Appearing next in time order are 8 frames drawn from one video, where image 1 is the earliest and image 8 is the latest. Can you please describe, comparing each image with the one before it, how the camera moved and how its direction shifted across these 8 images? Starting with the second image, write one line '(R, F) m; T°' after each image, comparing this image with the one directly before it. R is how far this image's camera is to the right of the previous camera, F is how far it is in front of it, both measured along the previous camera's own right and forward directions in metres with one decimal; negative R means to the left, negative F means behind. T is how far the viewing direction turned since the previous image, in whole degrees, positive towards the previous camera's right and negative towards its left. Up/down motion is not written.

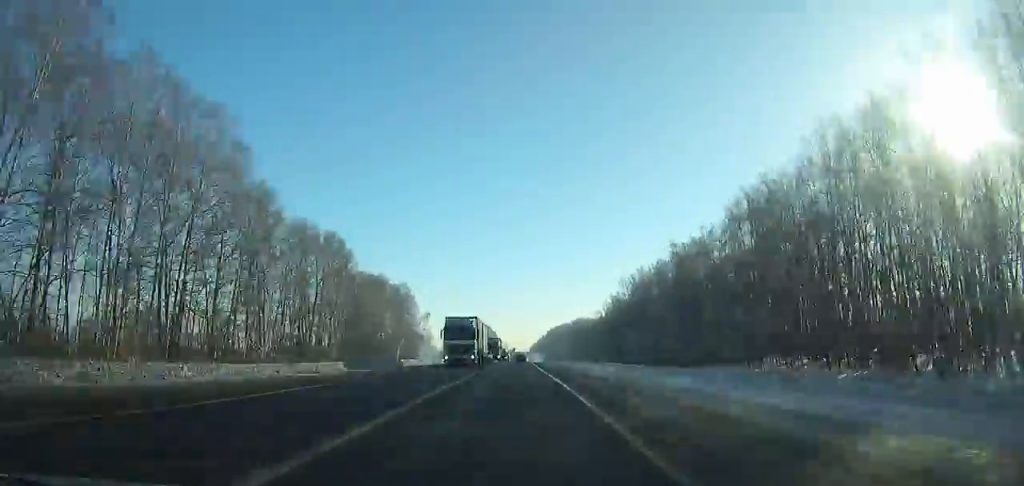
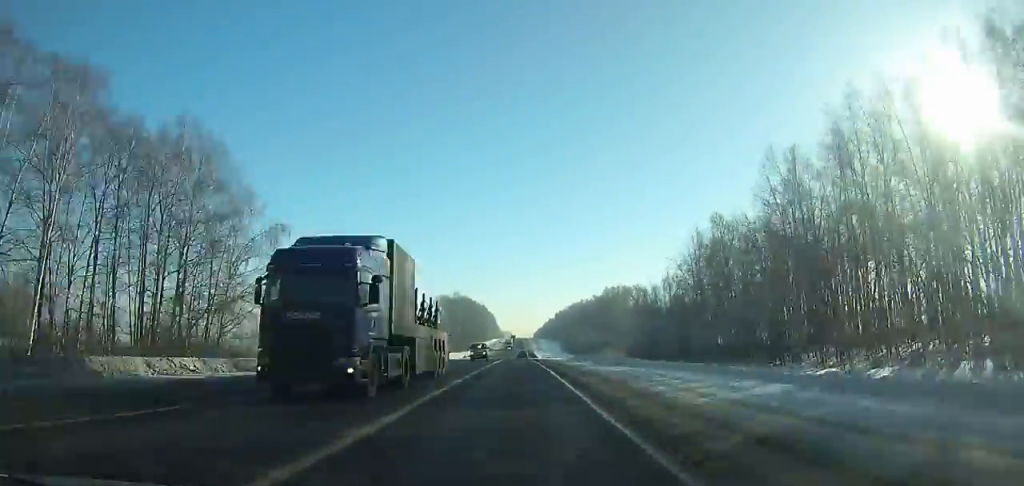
(-0.5, +115.6) m; 0°
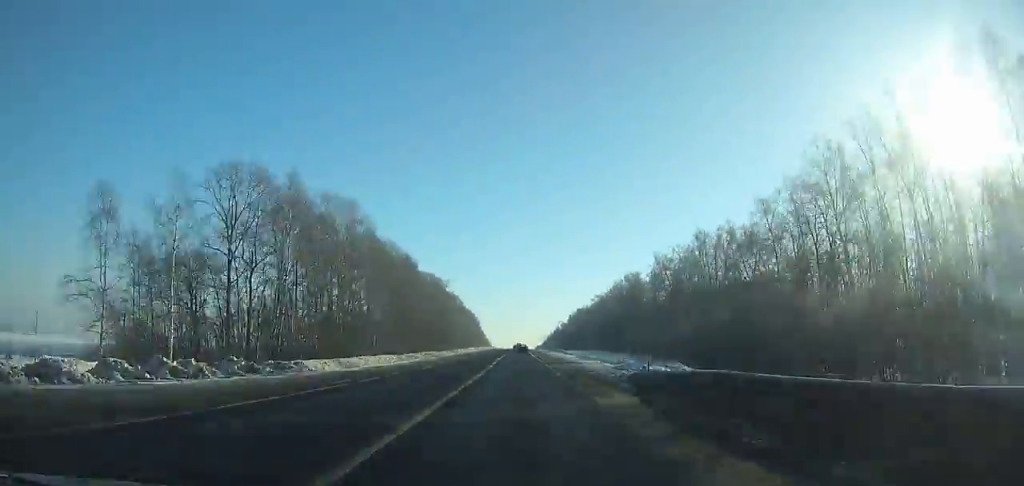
(+0.8, +185.9) m; +5°
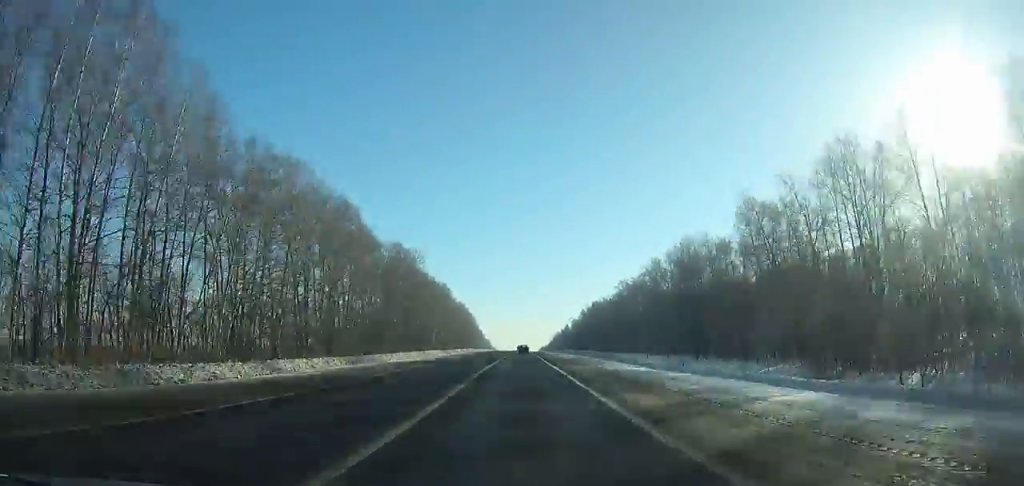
(+2.3, +54.5) m; +1°
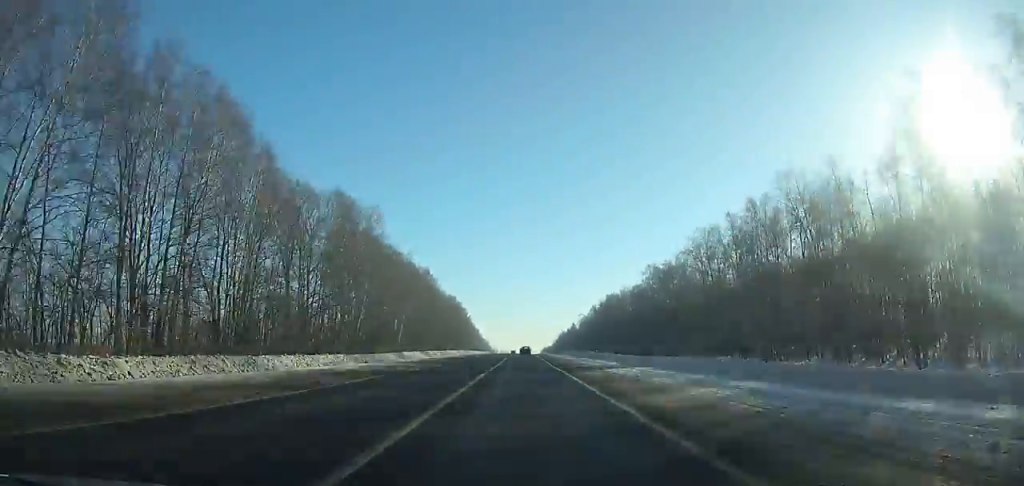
(+7.1, +39.5) m; -3°
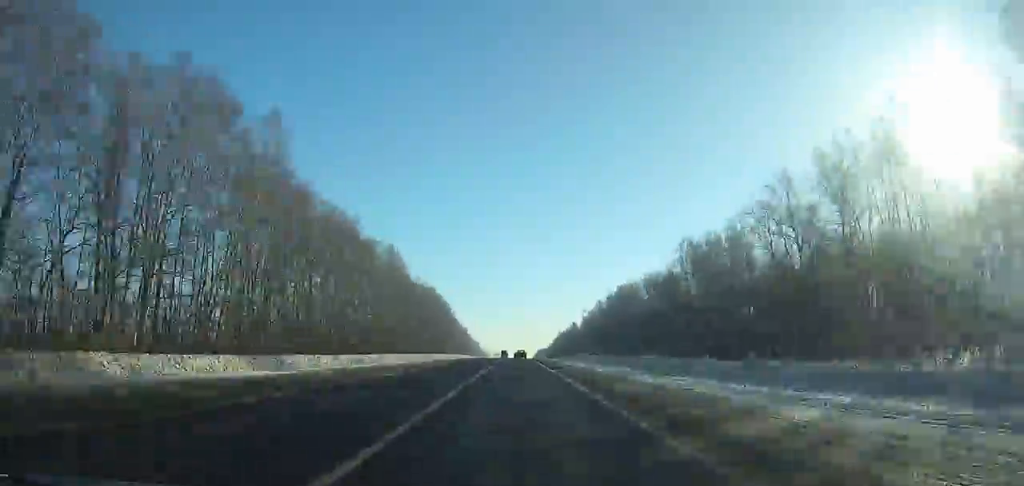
(-5.1, +43.1) m; -4°
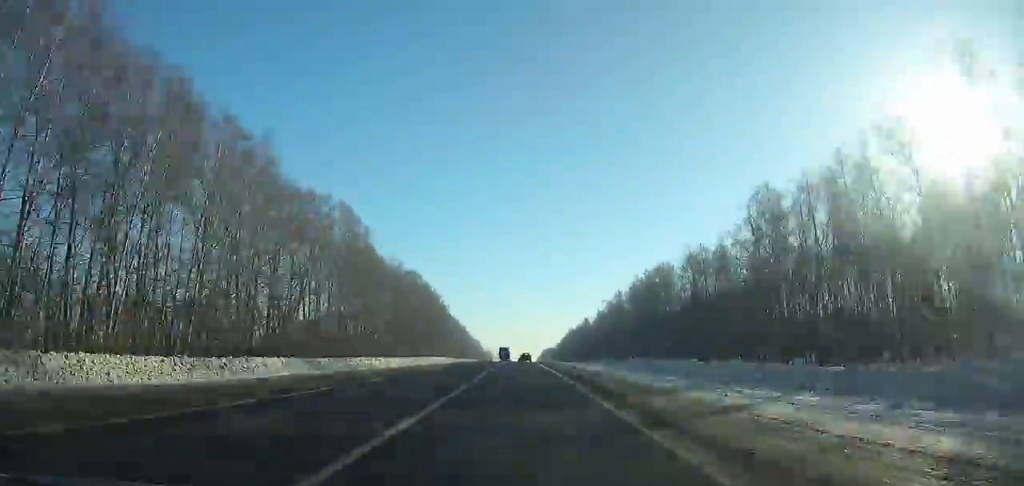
(-6.8, +43.0) m; -3°
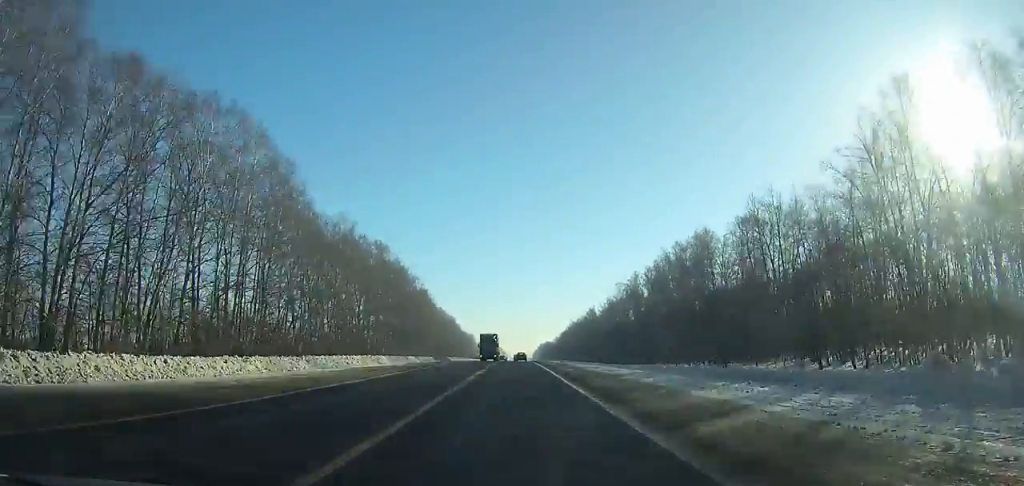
(-0.1, +40.3) m; 0°
